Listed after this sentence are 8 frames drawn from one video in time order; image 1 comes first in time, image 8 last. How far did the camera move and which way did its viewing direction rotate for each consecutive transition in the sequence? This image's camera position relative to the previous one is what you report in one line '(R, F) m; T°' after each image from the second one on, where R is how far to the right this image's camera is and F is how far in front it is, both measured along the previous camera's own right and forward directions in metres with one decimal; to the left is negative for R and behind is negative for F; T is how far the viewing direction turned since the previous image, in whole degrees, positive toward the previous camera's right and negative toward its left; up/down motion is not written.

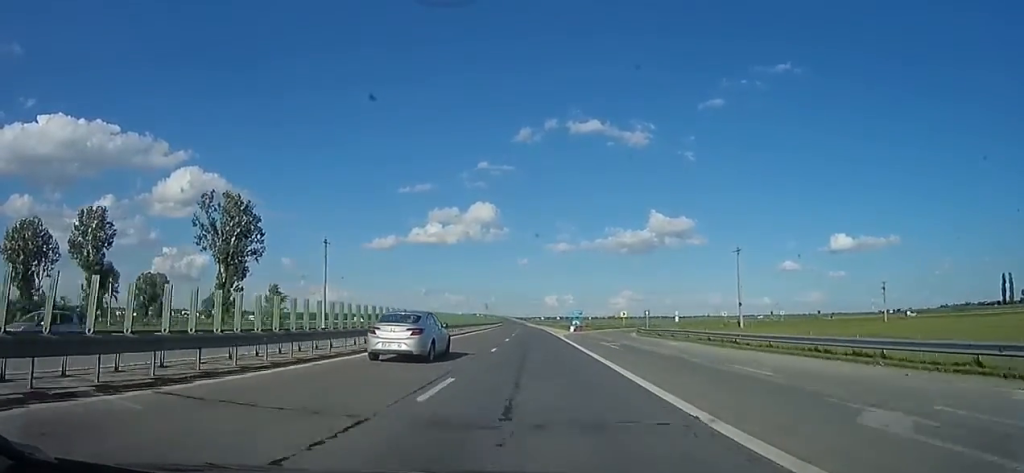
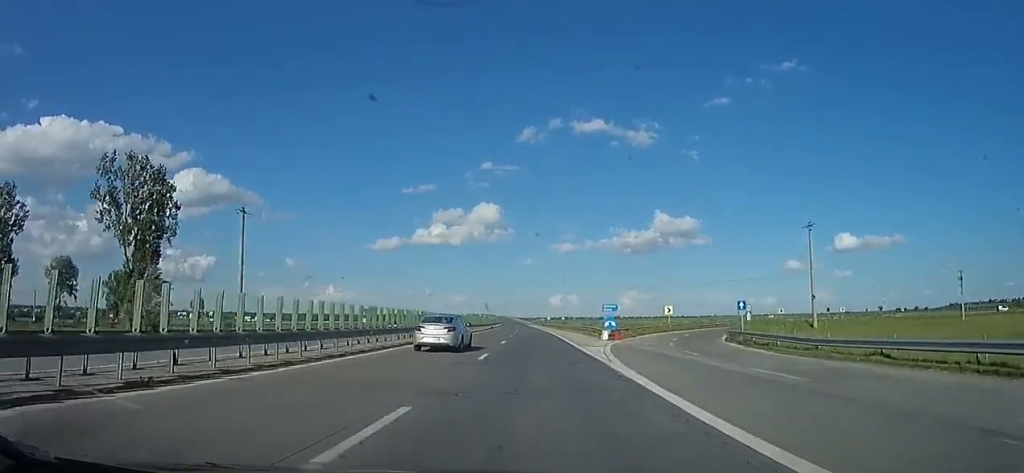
(0.0, +28.0) m; 0°
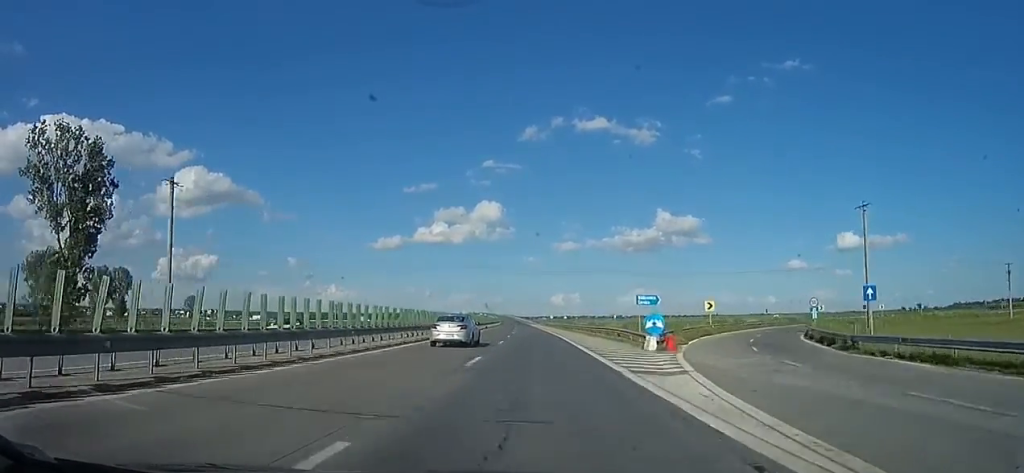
(0.0, +14.3) m; 0°
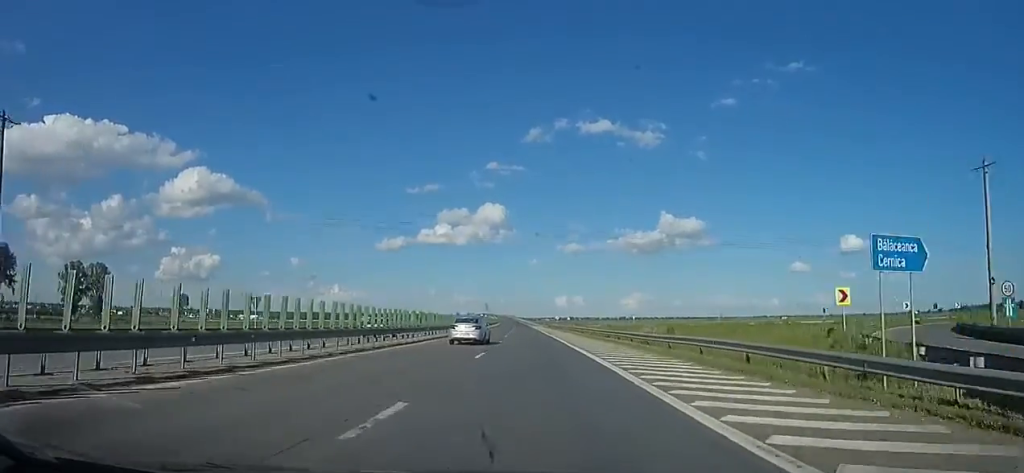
(+0.2, +21.7) m; -2°
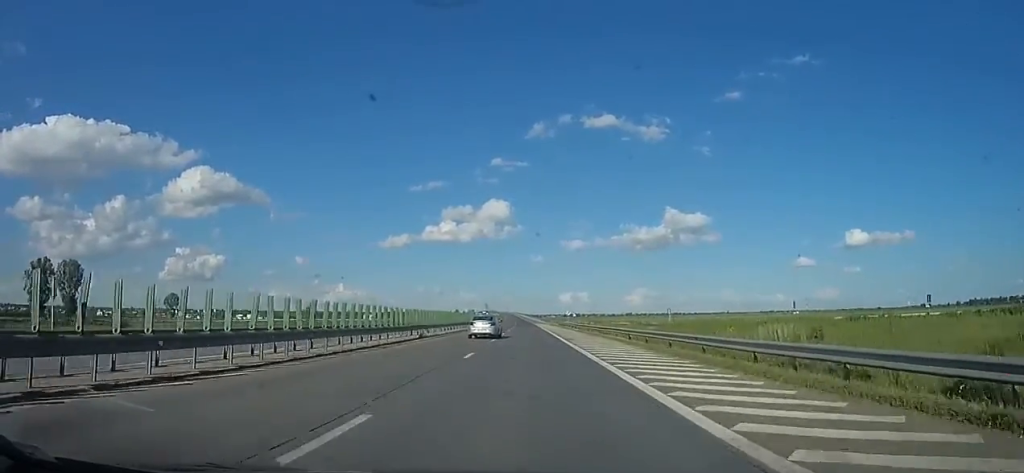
(-0.9, +25.2) m; -1°
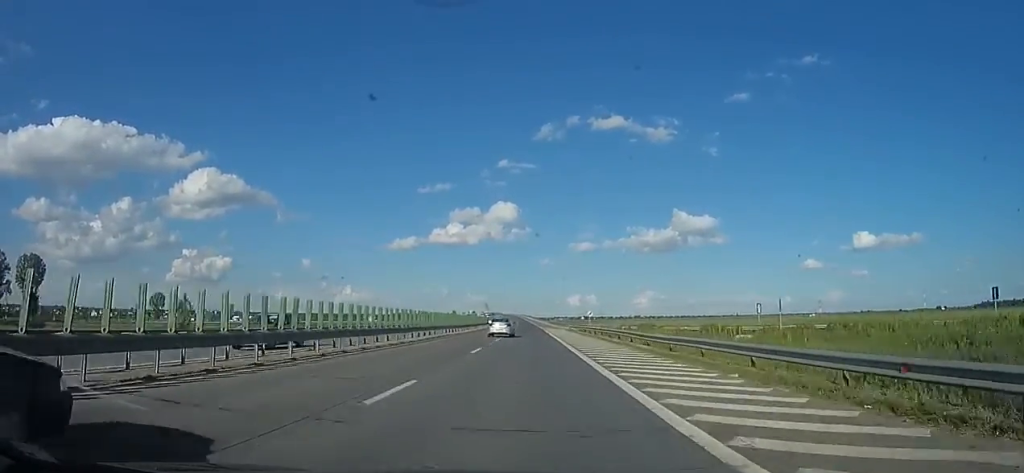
(+0.4, +32.2) m; +2°
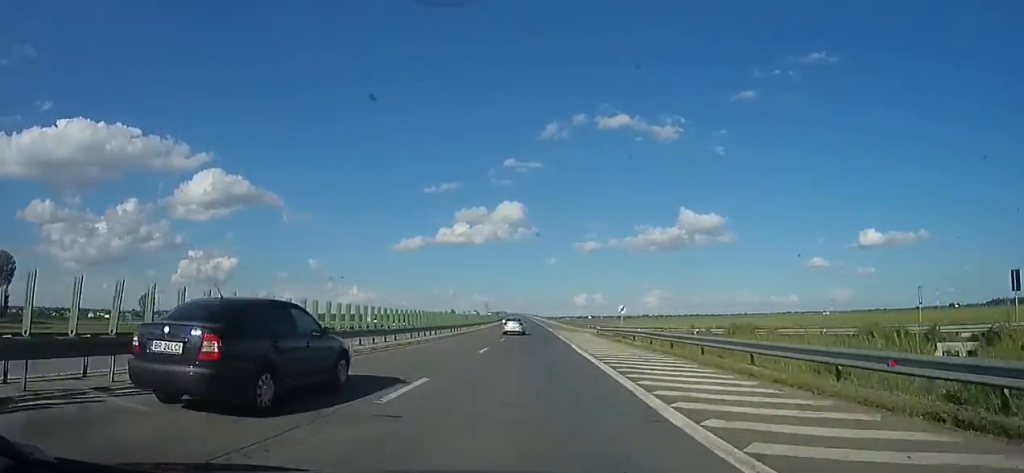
(+0.4, +23.3) m; 0°
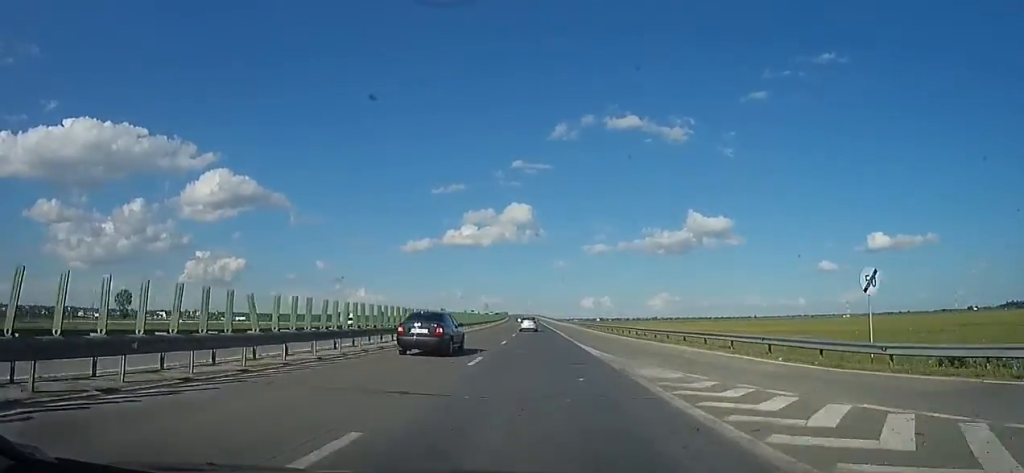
(-1.5, +40.1) m; -4°
